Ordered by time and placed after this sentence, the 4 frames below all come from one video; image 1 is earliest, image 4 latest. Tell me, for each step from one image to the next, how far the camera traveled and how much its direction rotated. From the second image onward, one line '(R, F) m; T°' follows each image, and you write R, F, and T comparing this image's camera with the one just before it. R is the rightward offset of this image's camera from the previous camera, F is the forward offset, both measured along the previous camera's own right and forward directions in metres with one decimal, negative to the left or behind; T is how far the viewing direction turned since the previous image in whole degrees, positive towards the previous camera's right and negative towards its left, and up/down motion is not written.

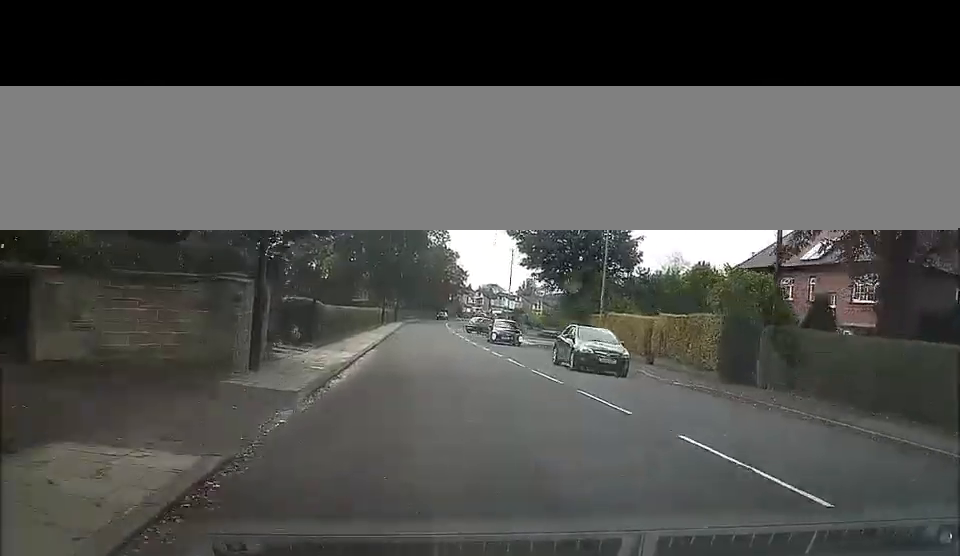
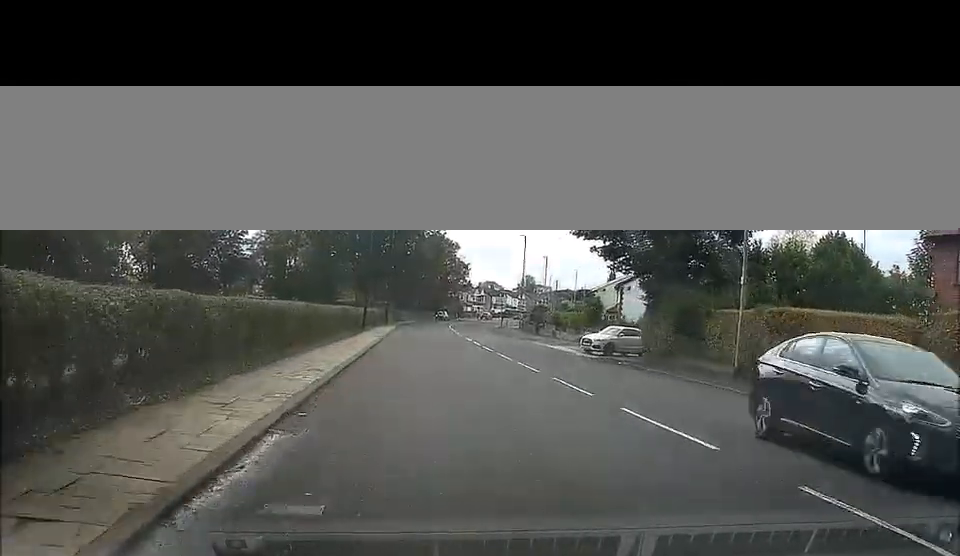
(+1.4, +21.8) m; +4°
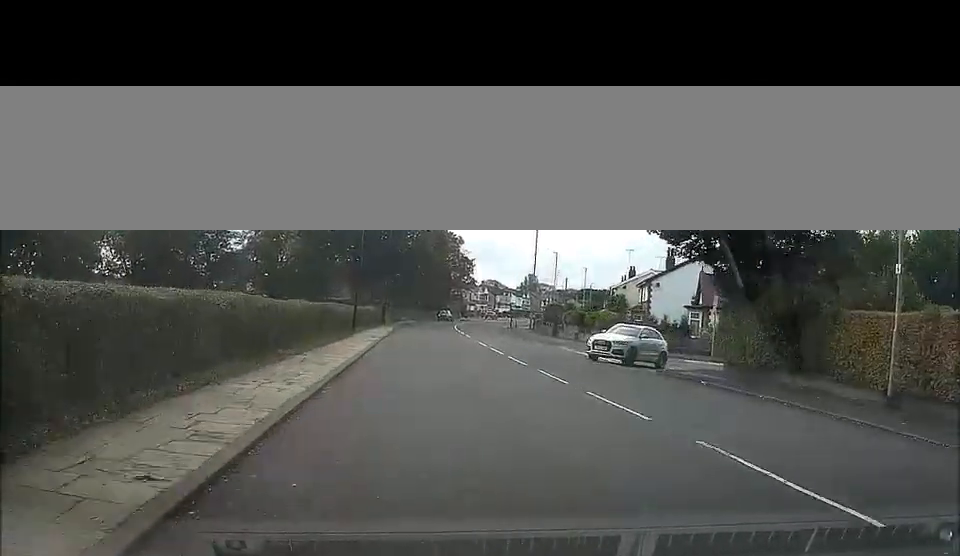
(-0.3, +9.5) m; -1°
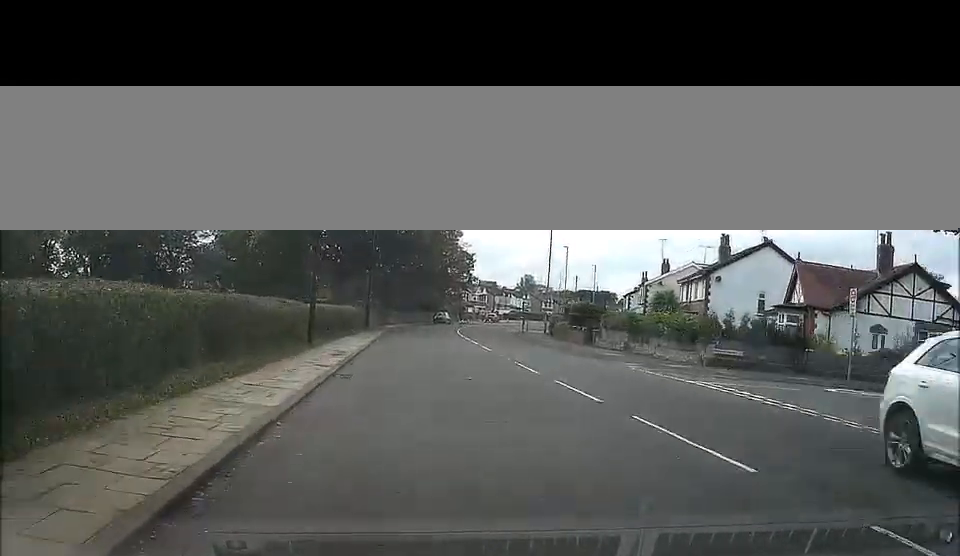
(-0.1, +15.8) m; -1°
